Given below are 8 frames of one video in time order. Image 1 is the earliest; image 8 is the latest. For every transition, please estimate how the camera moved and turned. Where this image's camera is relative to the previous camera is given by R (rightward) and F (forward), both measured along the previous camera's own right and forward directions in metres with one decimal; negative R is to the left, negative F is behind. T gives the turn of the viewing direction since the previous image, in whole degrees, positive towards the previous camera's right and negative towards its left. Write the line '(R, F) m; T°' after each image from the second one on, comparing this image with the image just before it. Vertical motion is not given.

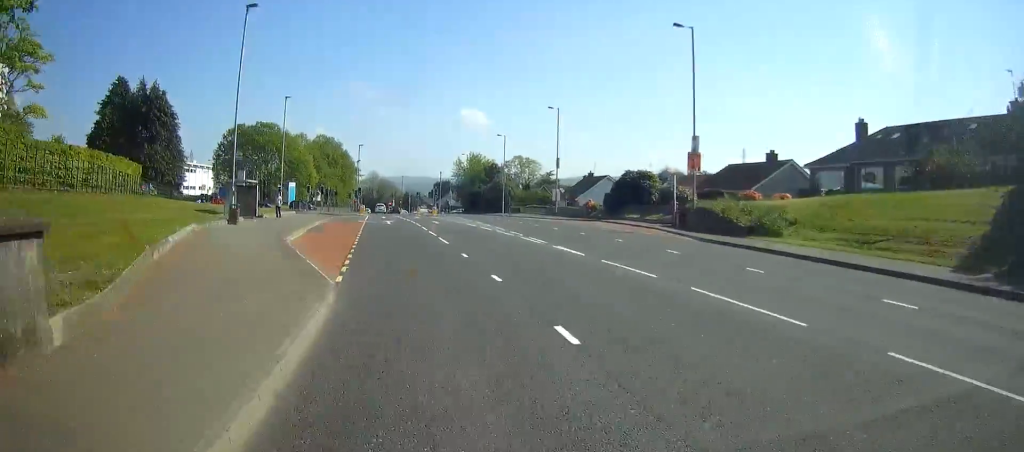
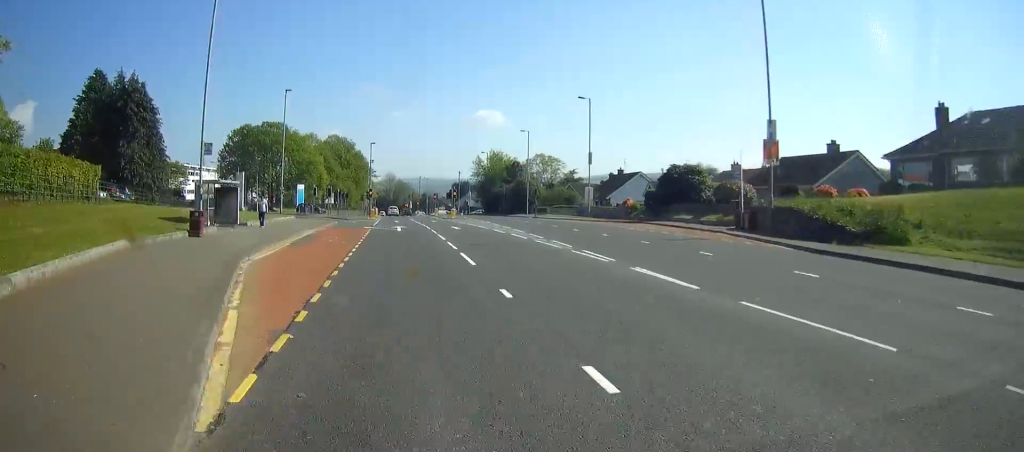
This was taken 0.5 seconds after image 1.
(+0.1, +7.6) m; -1°
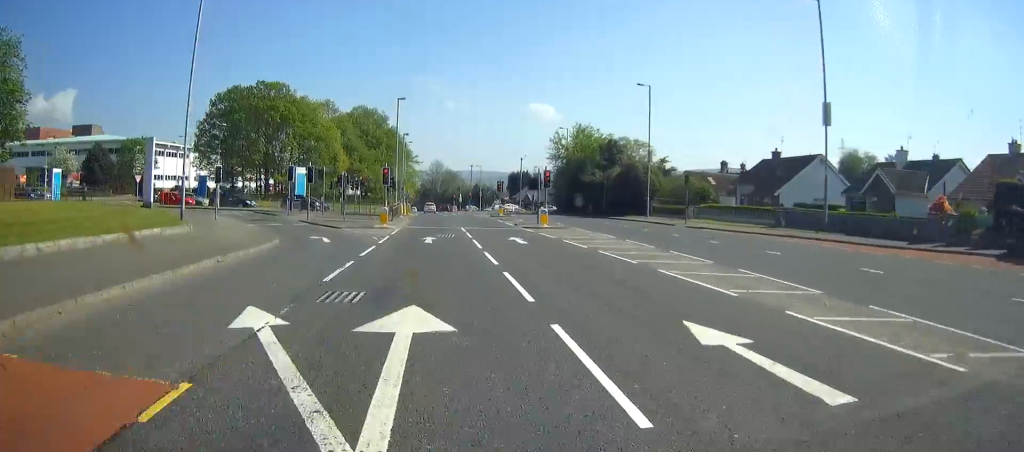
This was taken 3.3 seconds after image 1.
(-2.7, +33.6) m; -7°
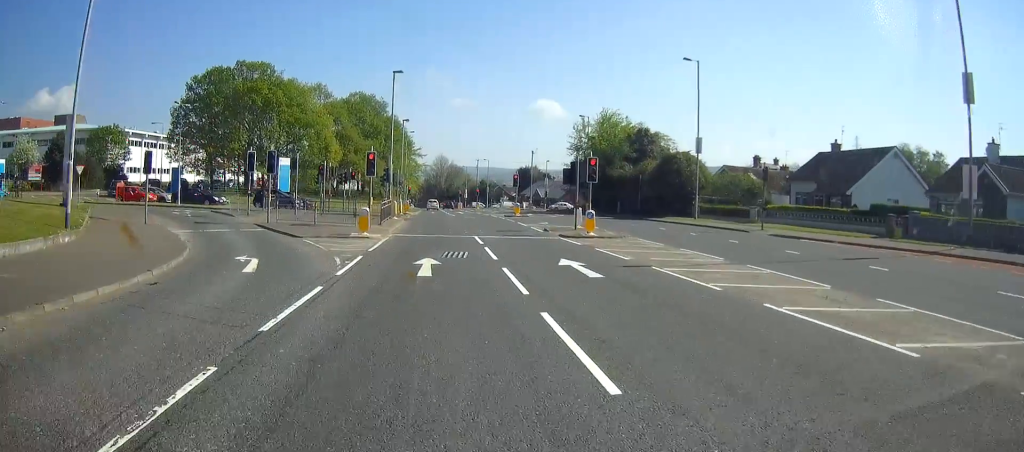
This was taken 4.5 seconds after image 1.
(+0.1, +10.4) m; 0°
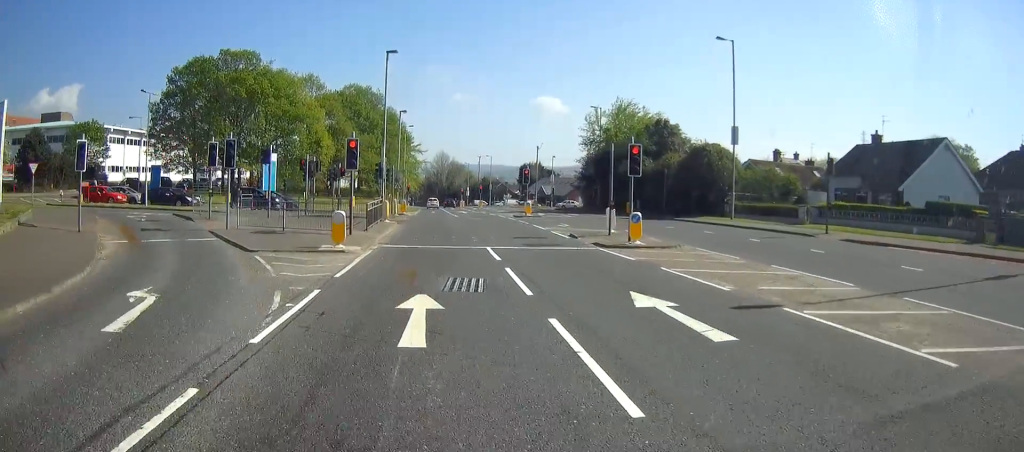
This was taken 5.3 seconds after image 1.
(0.0, +6.3) m; 0°
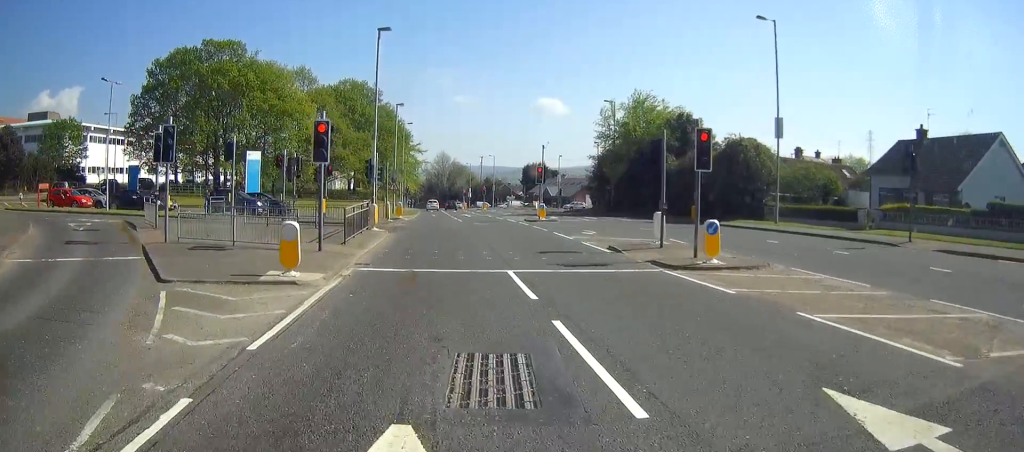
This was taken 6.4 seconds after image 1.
(+0.1, +6.1) m; +1°
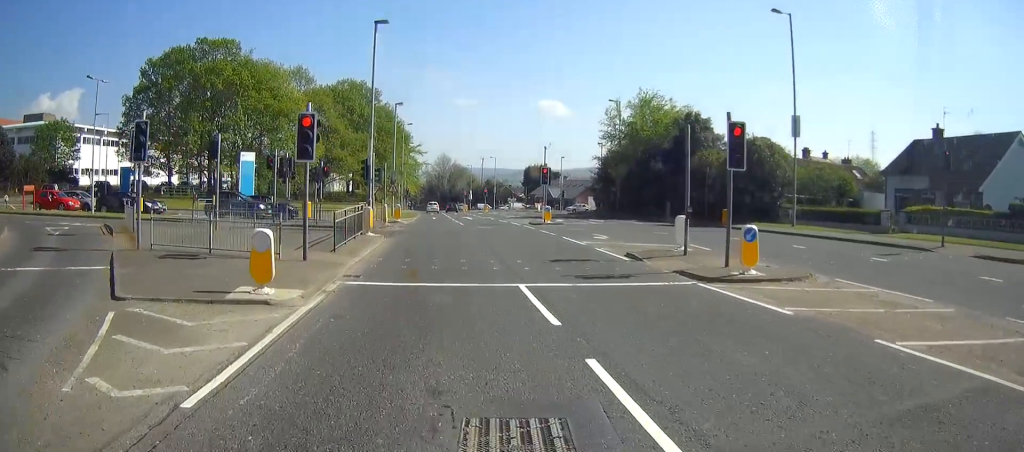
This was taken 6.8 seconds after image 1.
(0.0, +2.0) m; 0°
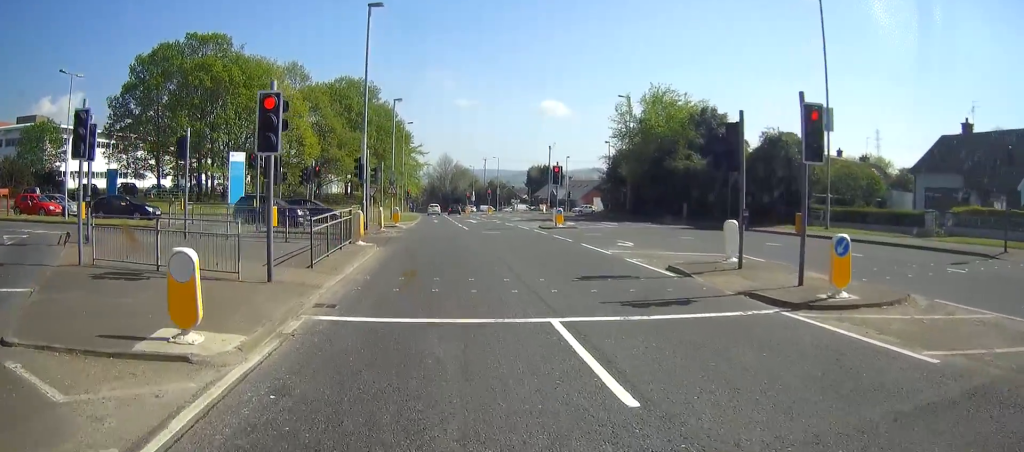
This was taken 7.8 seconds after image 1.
(0.0, +3.3) m; 0°
